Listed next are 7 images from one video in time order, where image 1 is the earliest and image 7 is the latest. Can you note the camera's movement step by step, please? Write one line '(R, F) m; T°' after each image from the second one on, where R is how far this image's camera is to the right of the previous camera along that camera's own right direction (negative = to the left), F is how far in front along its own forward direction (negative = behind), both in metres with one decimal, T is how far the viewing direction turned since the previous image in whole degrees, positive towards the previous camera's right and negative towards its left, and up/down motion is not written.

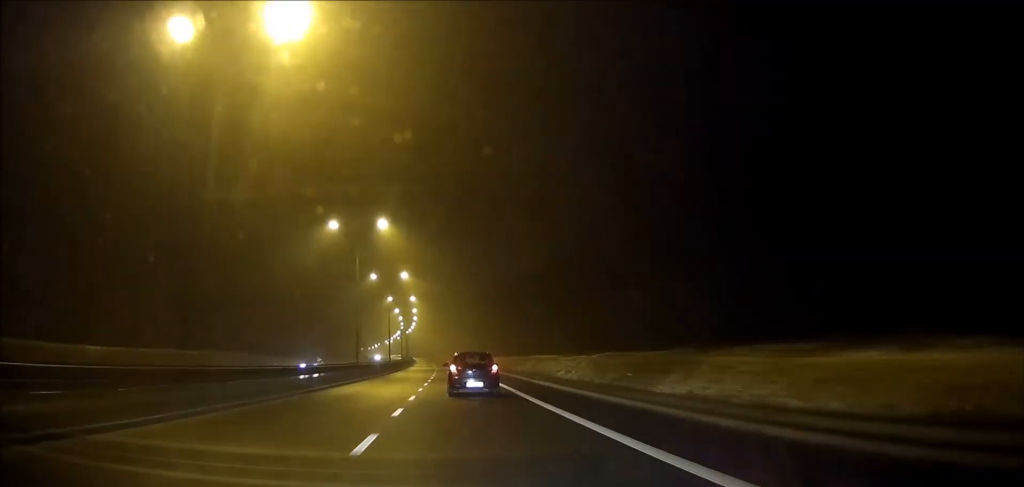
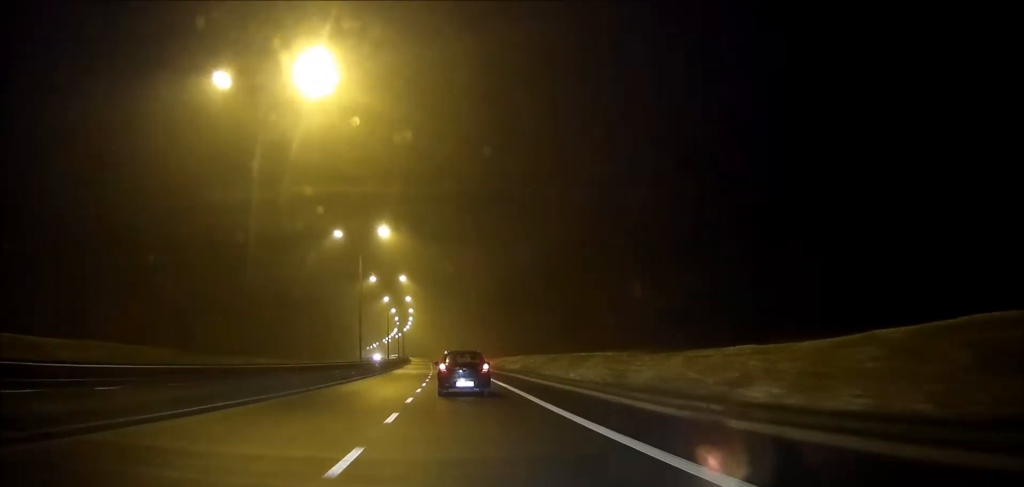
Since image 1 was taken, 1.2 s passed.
(0.0, +25.7) m; 0°
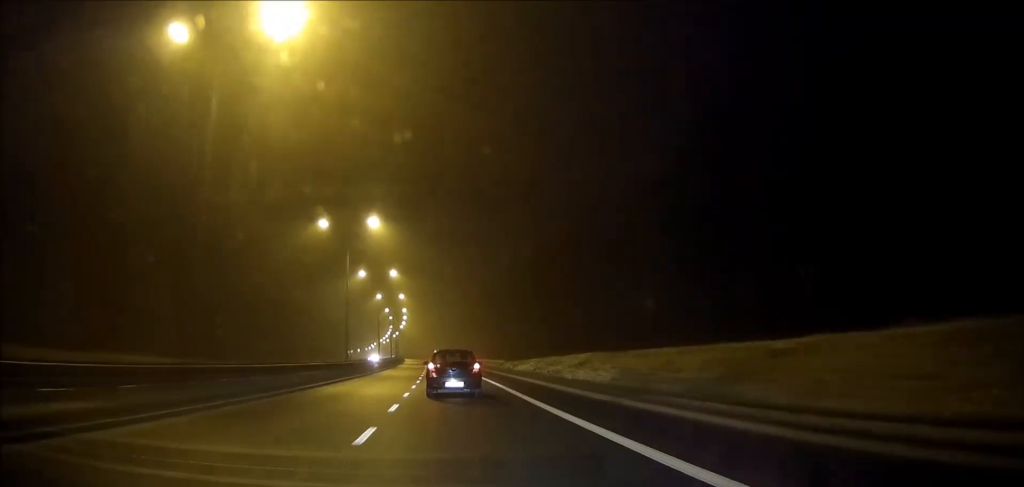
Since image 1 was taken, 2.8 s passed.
(+0.1, +33.4) m; 0°
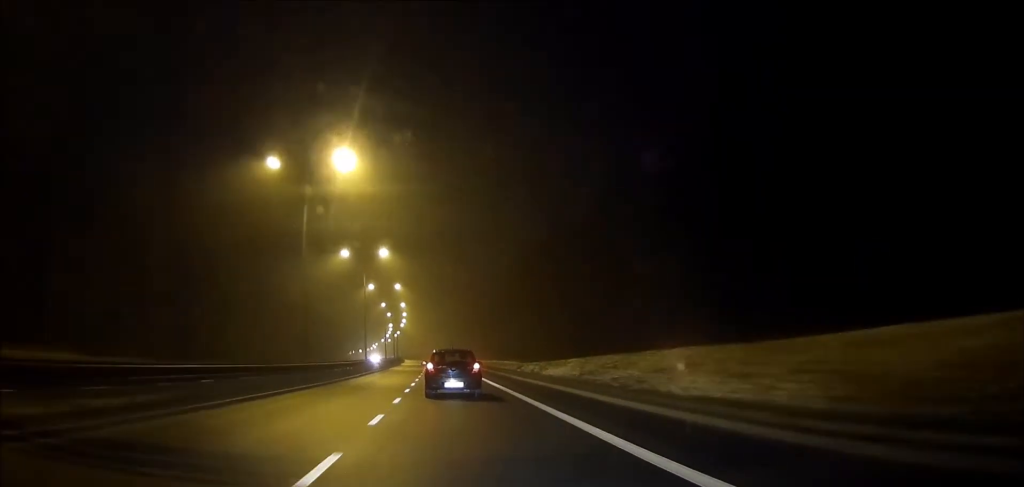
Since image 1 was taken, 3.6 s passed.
(0.0, +15.3) m; 0°
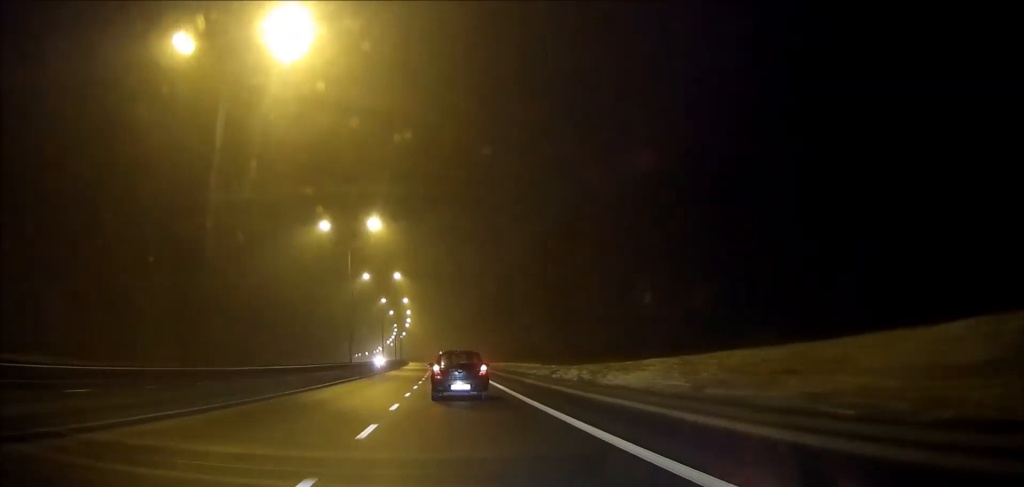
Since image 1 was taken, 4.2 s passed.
(-0.1, +13.9) m; -1°
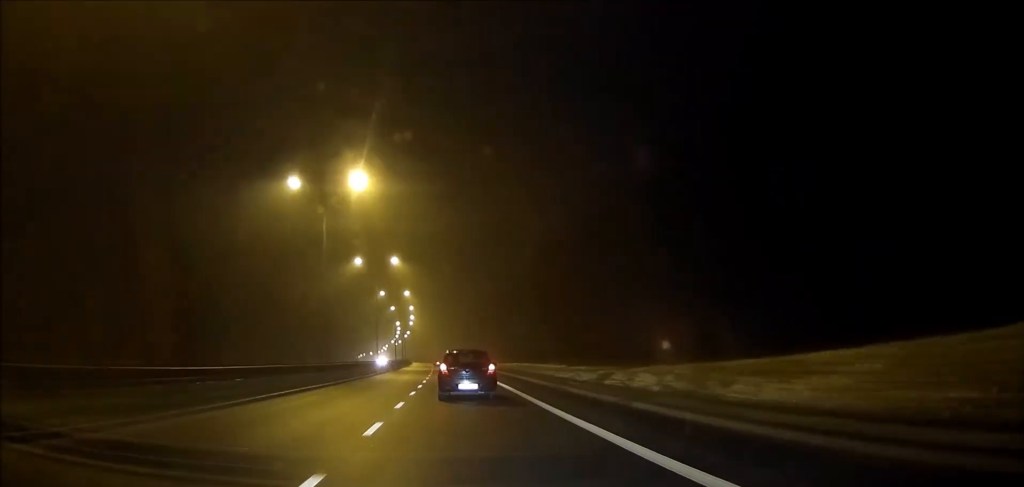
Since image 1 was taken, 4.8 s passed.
(0.0, +11.9) m; 0°
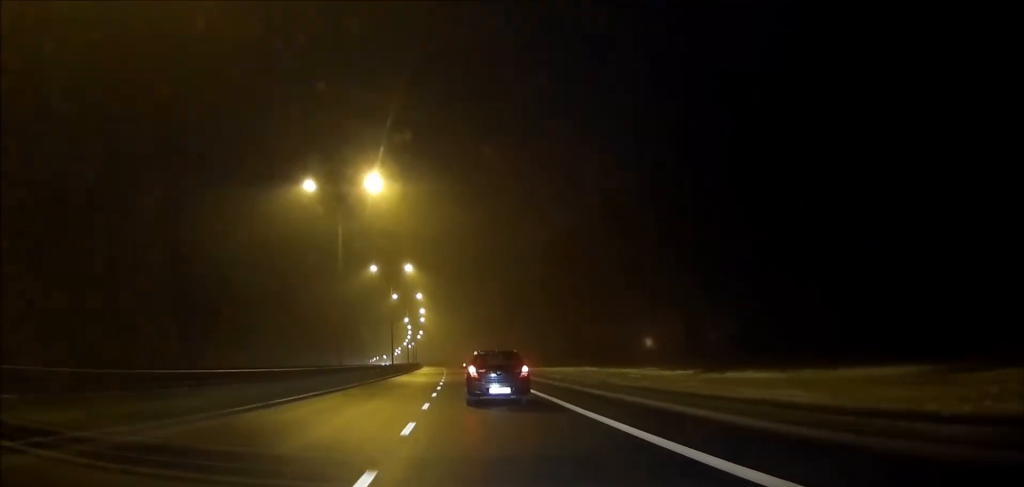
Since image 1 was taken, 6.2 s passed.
(-0.3, +29.6) m; -1°
